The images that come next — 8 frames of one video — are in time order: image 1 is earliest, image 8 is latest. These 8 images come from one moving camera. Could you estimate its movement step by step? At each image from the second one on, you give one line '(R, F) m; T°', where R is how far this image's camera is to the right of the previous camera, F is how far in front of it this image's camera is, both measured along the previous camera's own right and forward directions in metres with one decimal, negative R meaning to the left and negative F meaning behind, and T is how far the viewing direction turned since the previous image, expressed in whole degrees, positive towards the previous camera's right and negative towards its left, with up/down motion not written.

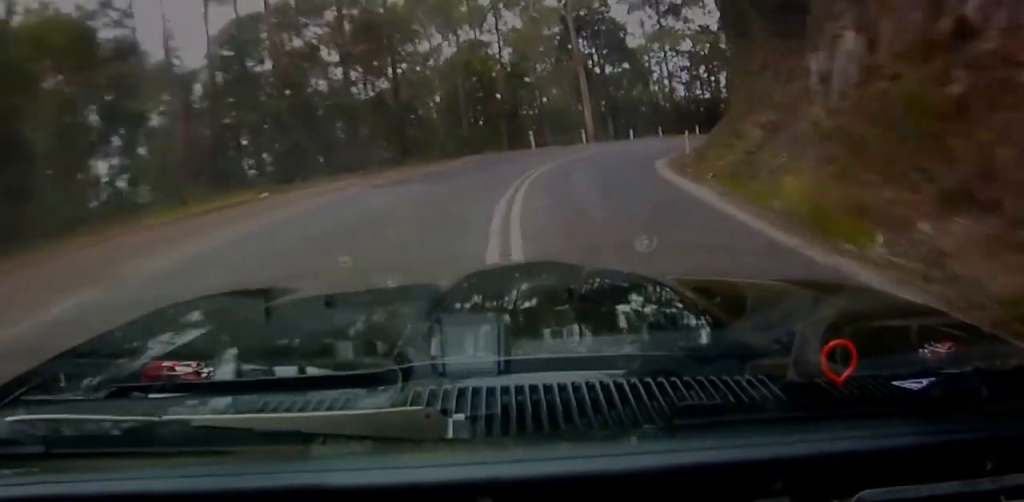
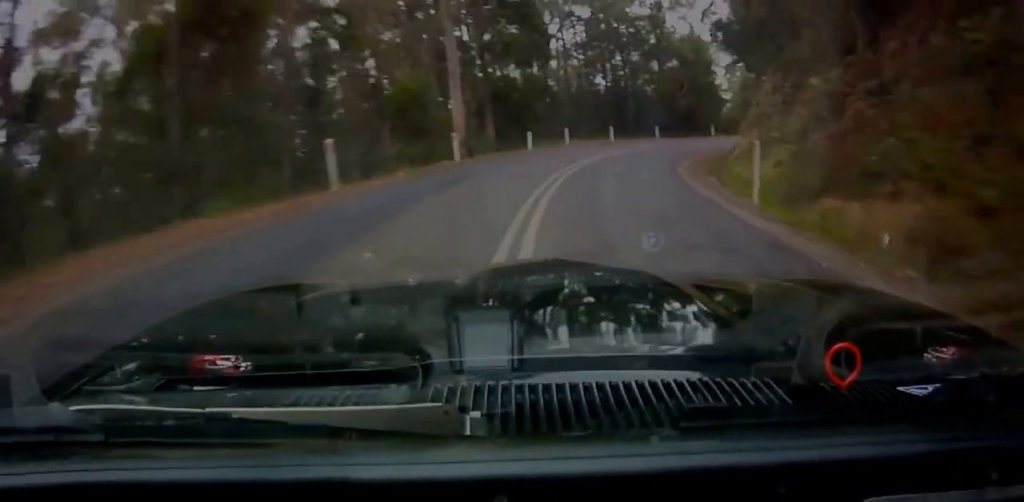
(-1.1, +18.4) m; -3°
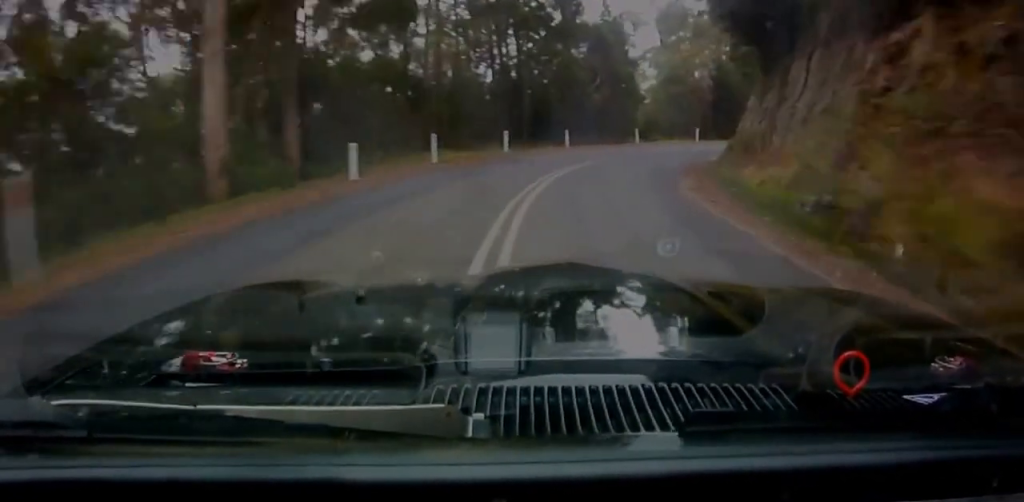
(0.0, +14.1) m; 0°
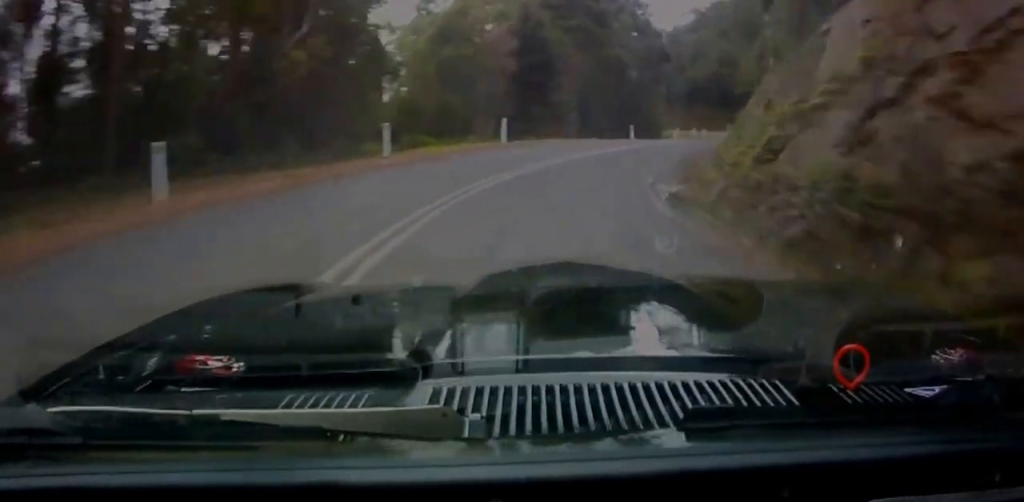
(+0.2, +28.3) m; +1°
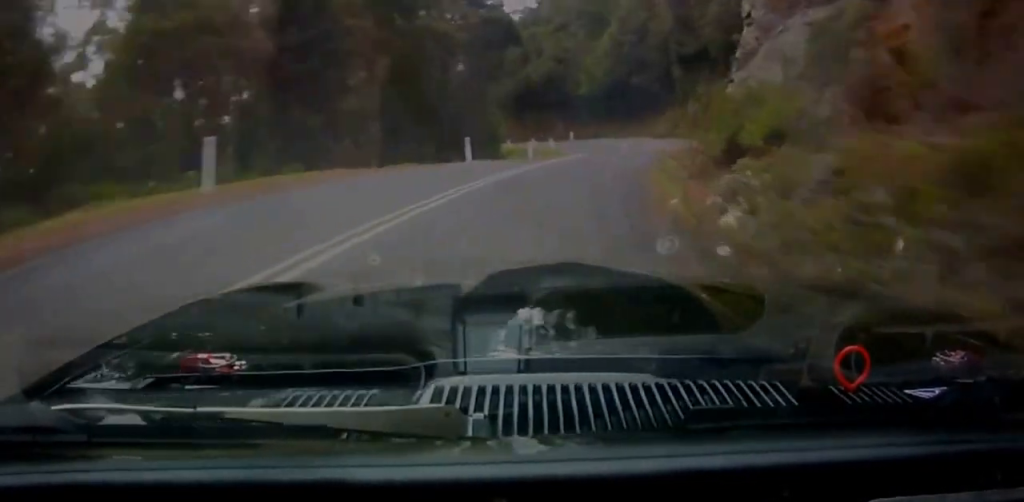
(+0.1, +17.3) m; 0°
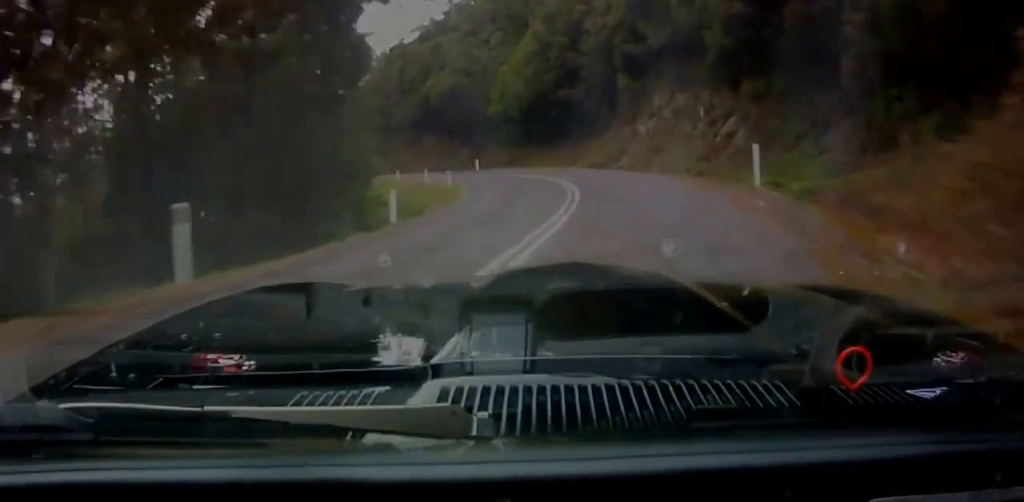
(0.0, +19.0) m; 0°
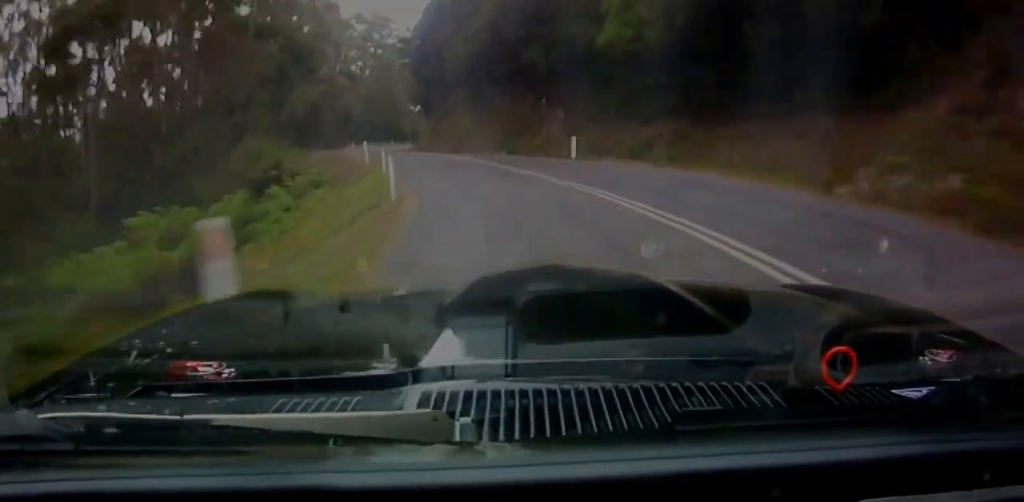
(0.0, +34.6) m; +4°
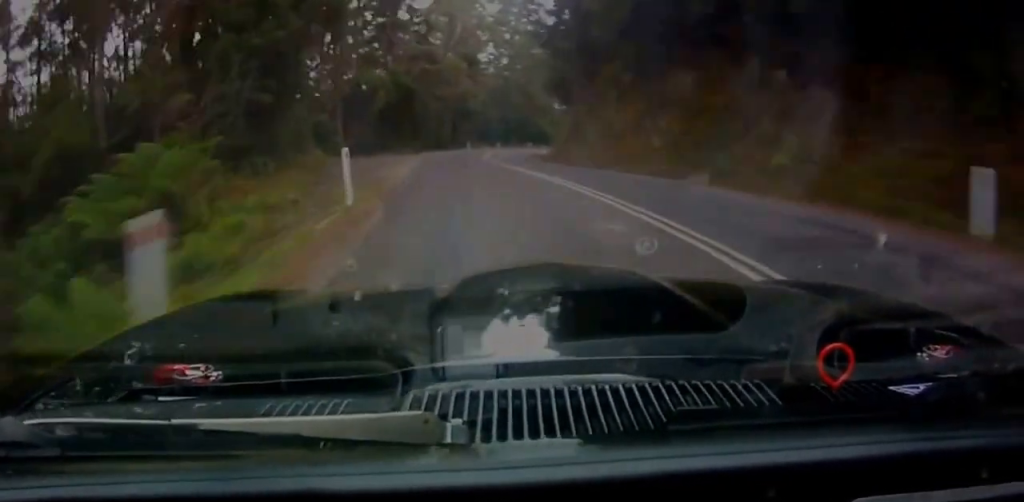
(+1.2, +22.6) m; +6°
